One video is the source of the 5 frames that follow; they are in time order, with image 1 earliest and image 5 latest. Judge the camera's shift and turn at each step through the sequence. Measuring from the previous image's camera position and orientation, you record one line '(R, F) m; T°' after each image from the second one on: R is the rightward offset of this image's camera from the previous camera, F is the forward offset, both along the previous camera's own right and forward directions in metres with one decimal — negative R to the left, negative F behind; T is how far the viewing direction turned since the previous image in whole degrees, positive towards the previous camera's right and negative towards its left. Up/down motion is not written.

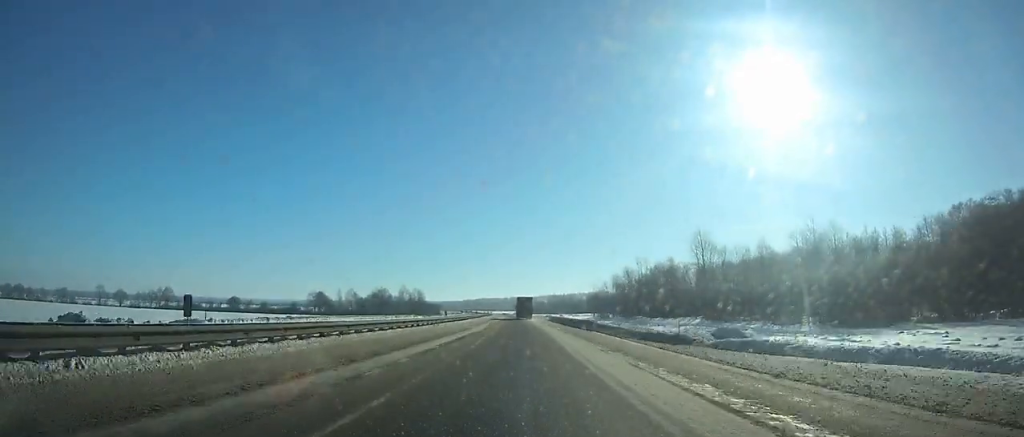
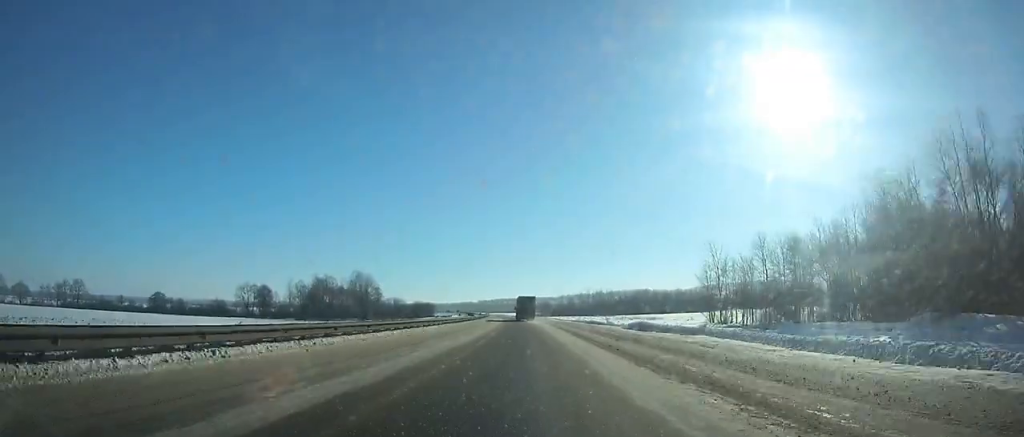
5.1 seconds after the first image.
(-1.6, +115.0) m; -2°
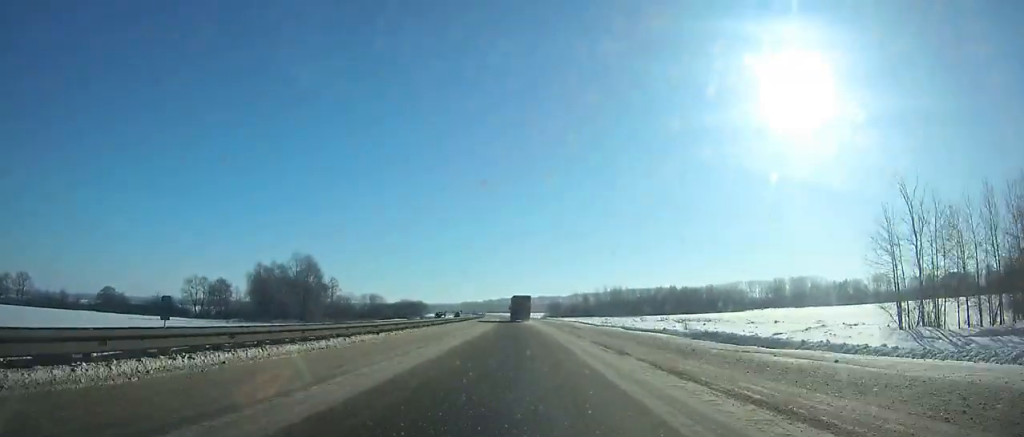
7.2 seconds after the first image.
(-0.2, +48.1) m; -1°
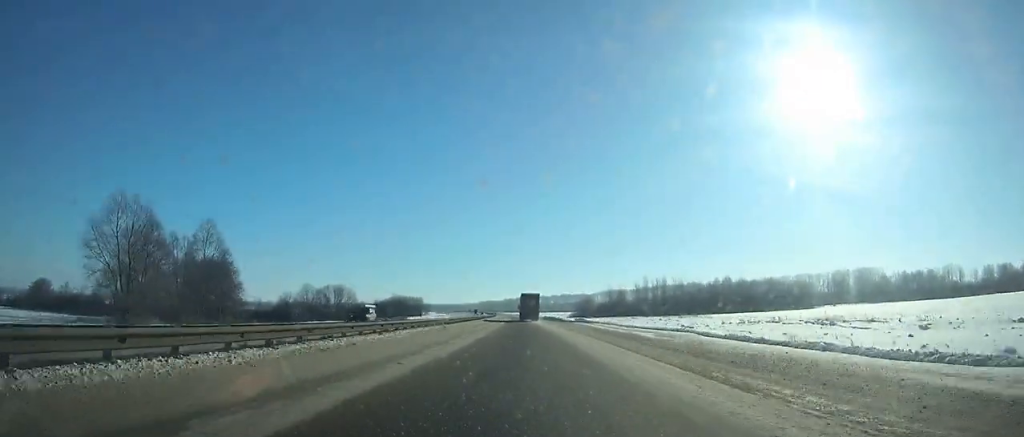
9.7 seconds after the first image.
(-0.8, +57.8) m; -1°
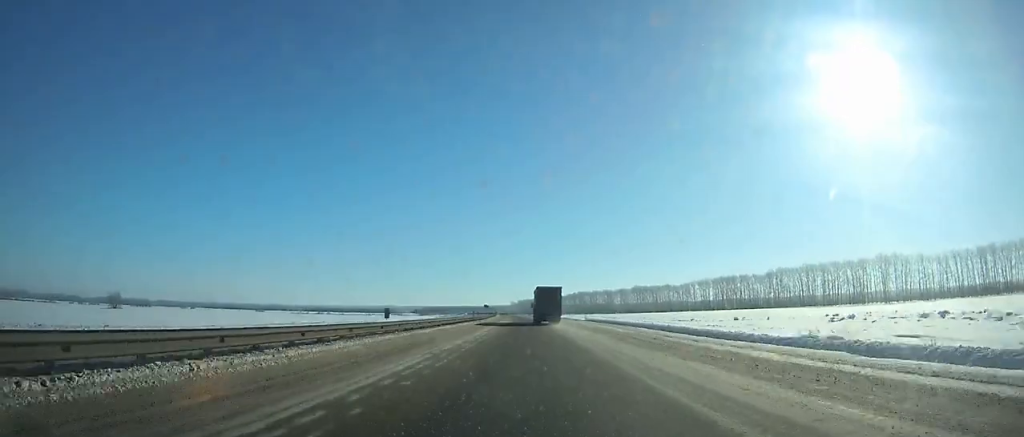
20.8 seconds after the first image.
(-10.0, +250.7) m; -4°
